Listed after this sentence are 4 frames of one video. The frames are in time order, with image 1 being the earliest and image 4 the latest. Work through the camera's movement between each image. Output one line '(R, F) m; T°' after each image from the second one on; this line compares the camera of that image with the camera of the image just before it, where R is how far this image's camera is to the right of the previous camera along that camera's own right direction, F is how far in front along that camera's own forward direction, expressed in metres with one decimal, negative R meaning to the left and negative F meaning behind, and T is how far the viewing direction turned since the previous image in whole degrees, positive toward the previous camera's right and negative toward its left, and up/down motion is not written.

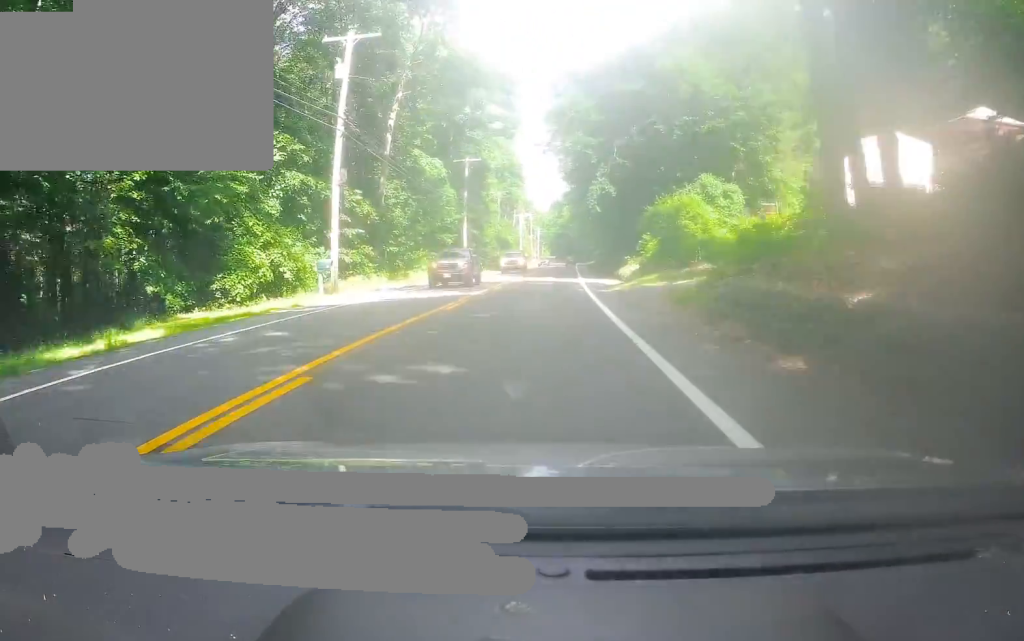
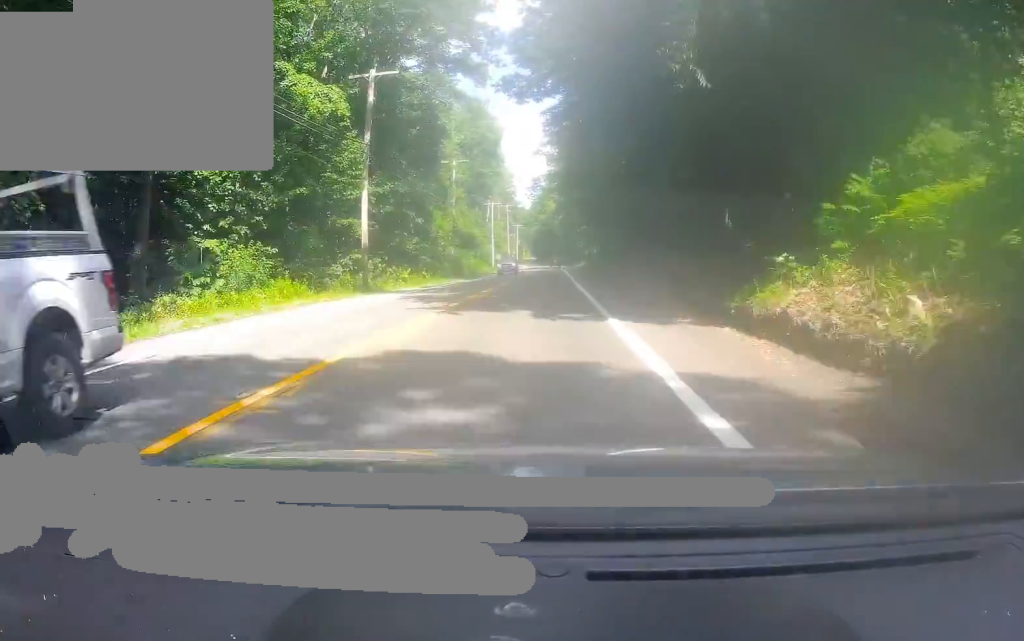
(-0.1, +29.1) m; +2°
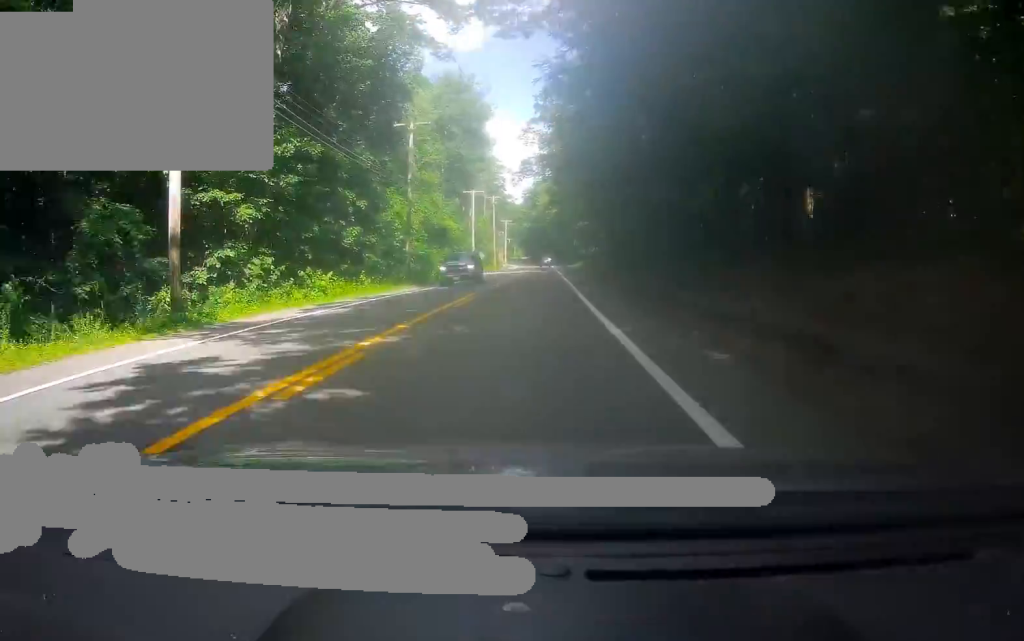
(+0.5, +16.7) m; +2°
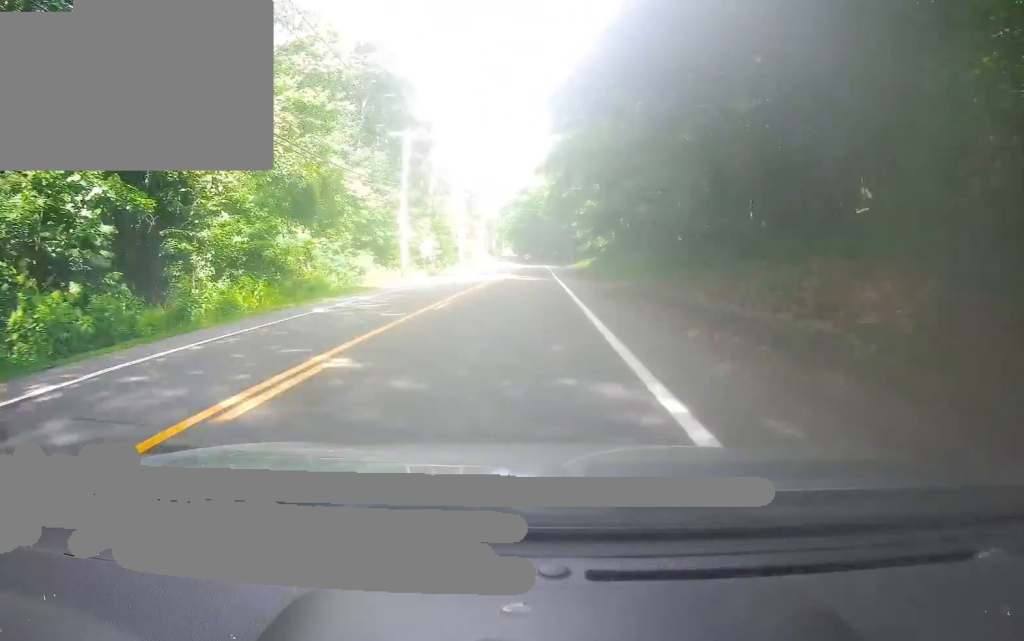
(+0.4, +37.3) m; 0°
